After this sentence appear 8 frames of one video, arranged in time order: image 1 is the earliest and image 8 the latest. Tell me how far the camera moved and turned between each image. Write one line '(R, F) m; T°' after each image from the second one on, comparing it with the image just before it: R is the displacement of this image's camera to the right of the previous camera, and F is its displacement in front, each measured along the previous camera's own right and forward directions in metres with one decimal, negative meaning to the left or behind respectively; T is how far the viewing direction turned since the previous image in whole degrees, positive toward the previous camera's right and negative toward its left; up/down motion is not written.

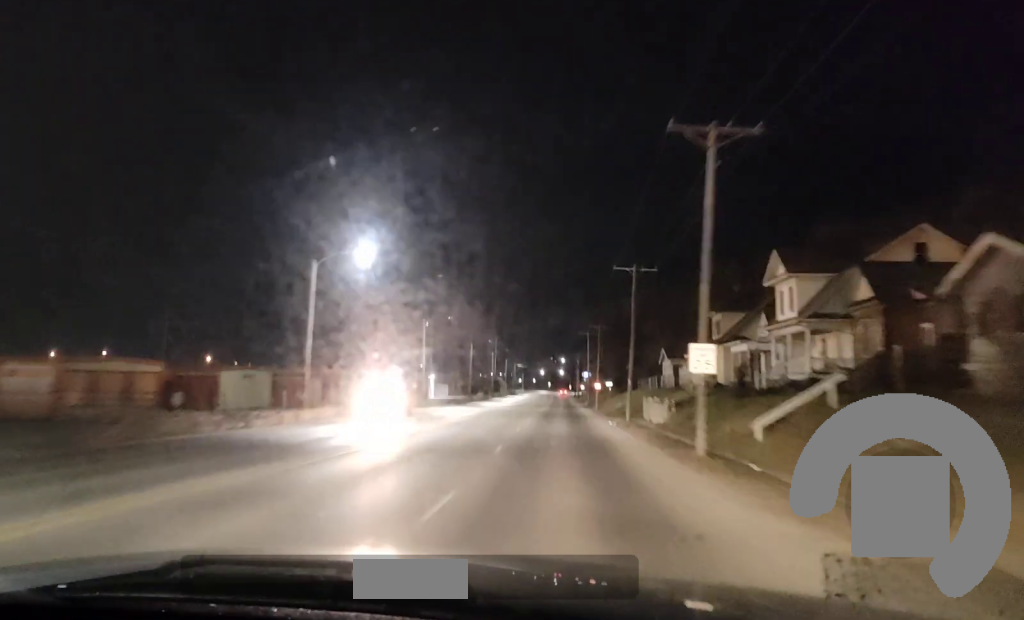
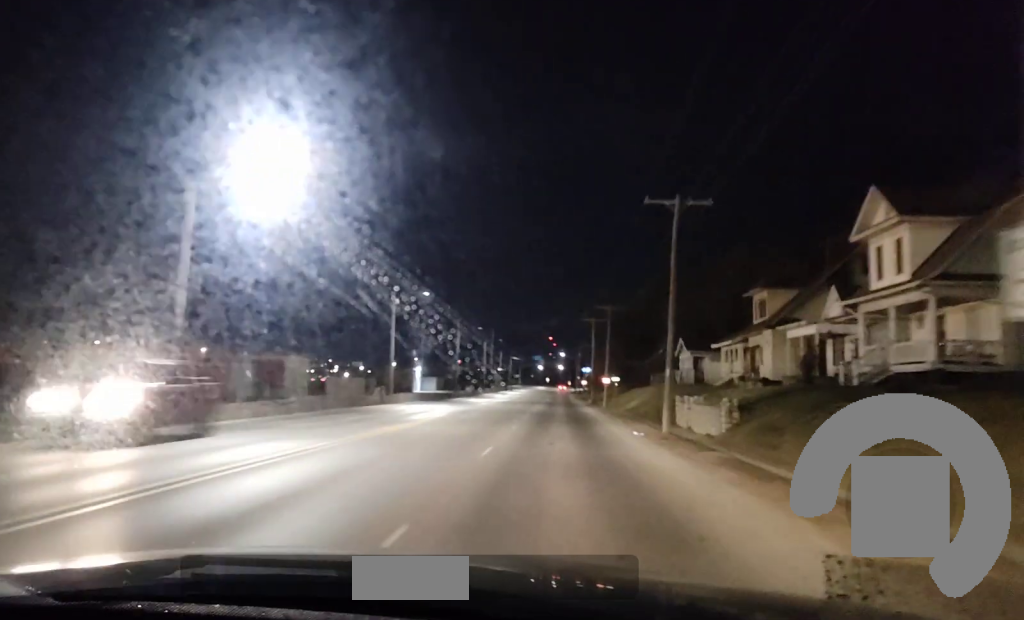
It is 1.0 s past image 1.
(-0.2, +15.4) m; -3°
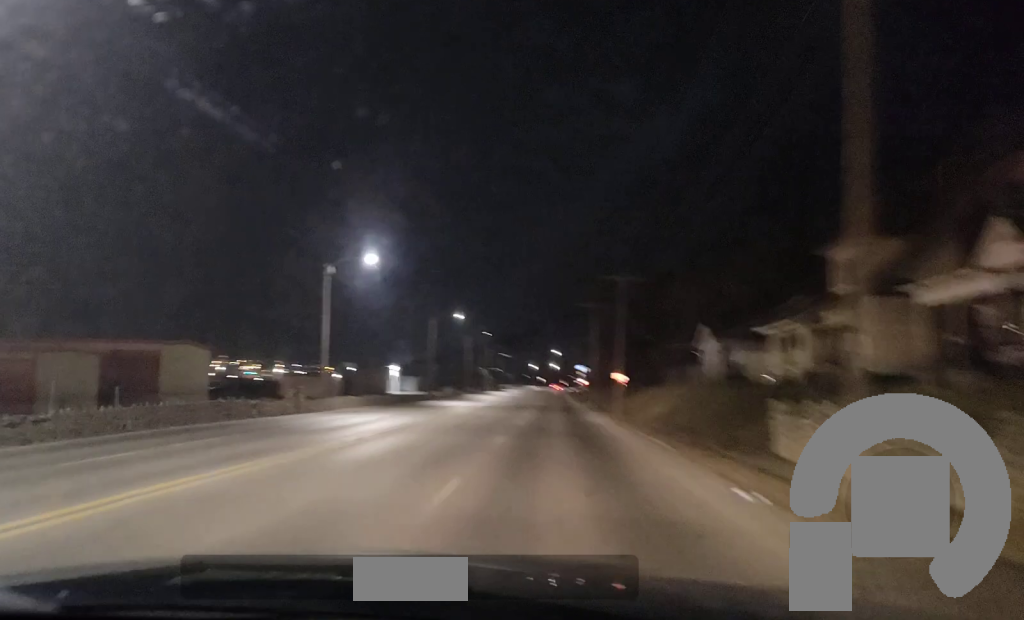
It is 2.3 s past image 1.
(-0.6, +19.2) m; +1°
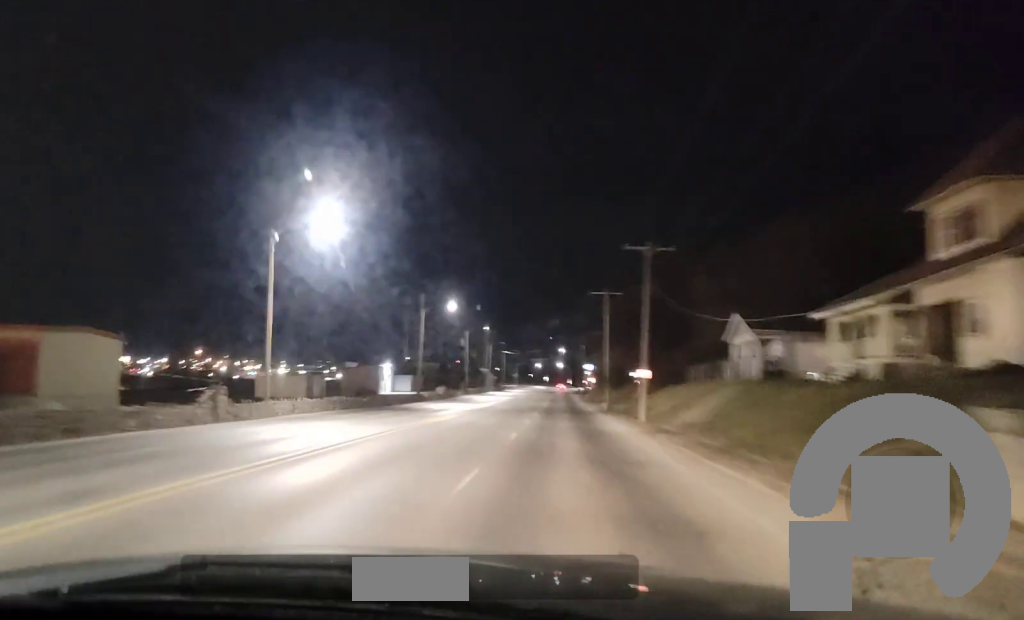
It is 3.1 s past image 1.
(+0.7, +11.2) m; +3°
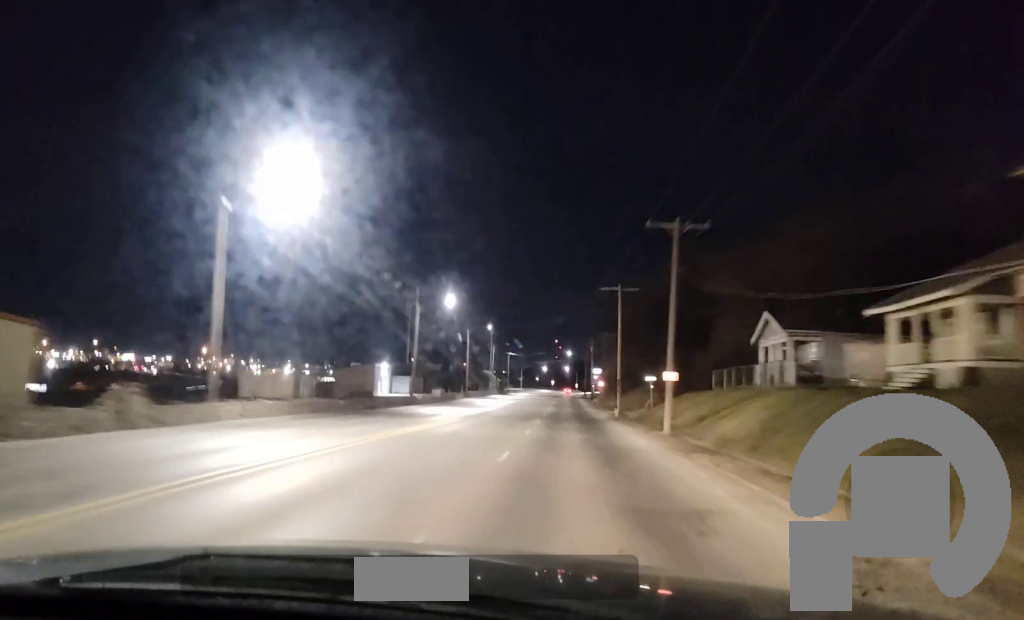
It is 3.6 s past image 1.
(0.0, +7.3) m; -1°
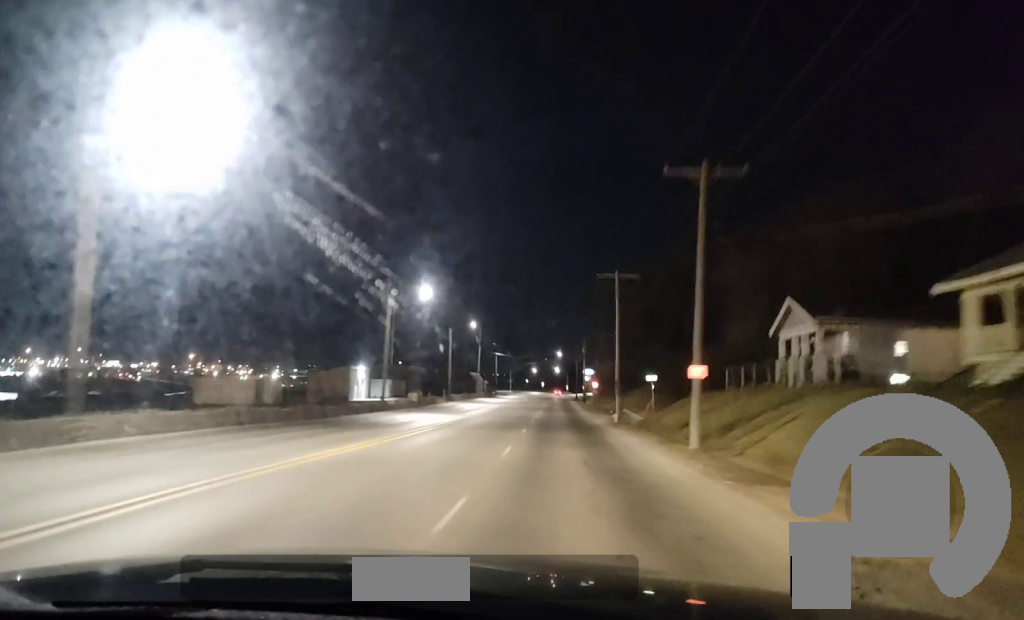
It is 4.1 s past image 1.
(+0.1, +8.1) m; -2°
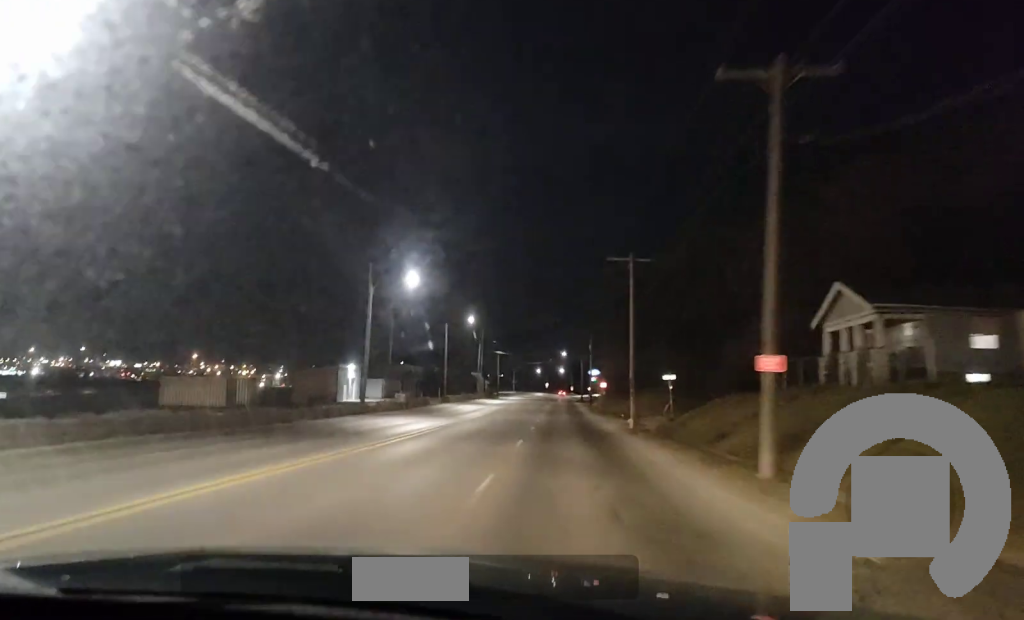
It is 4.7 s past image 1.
(-0.3, +8.1) m; 0°
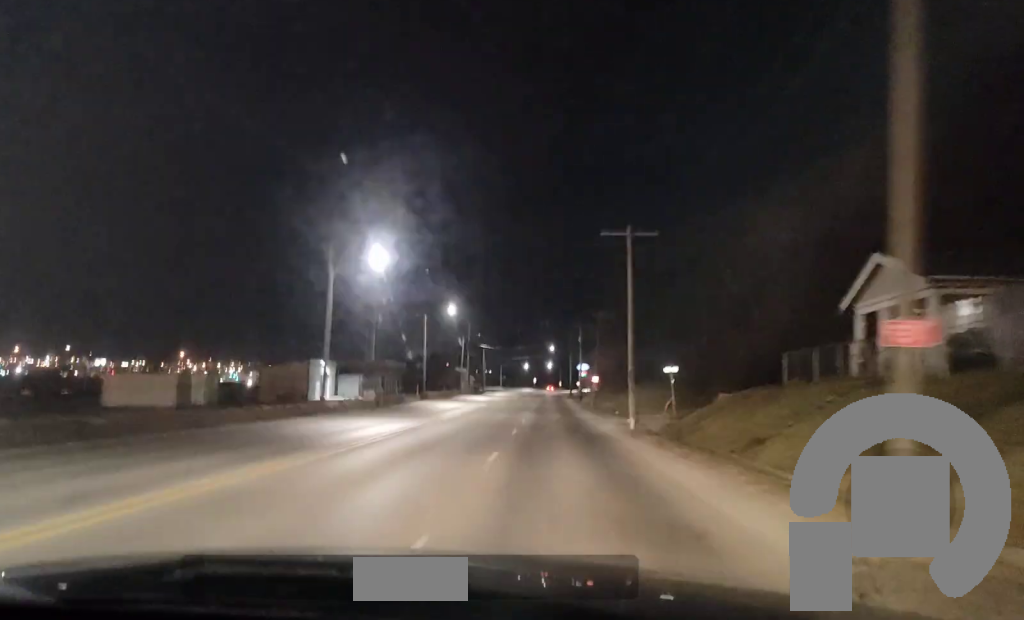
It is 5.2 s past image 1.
(-0.3, +8.1) m; 0°
